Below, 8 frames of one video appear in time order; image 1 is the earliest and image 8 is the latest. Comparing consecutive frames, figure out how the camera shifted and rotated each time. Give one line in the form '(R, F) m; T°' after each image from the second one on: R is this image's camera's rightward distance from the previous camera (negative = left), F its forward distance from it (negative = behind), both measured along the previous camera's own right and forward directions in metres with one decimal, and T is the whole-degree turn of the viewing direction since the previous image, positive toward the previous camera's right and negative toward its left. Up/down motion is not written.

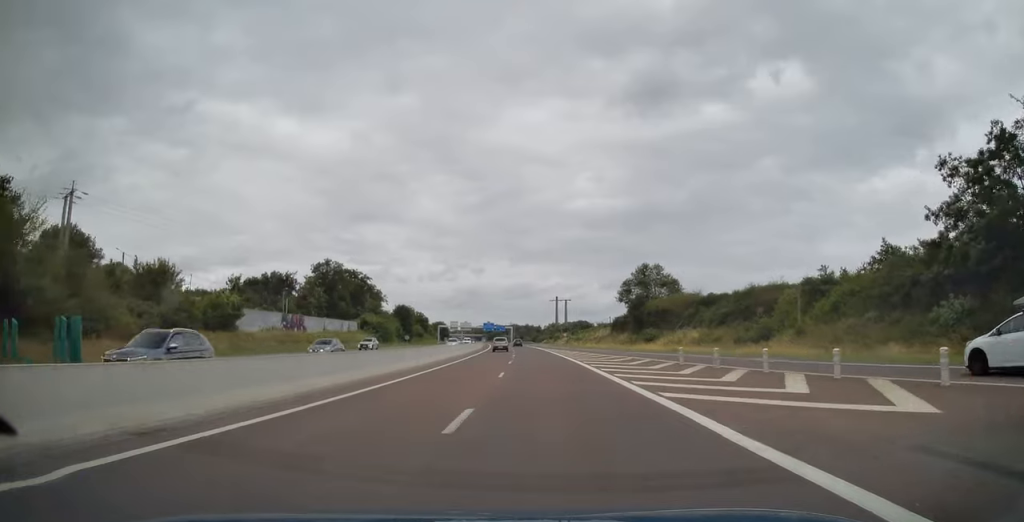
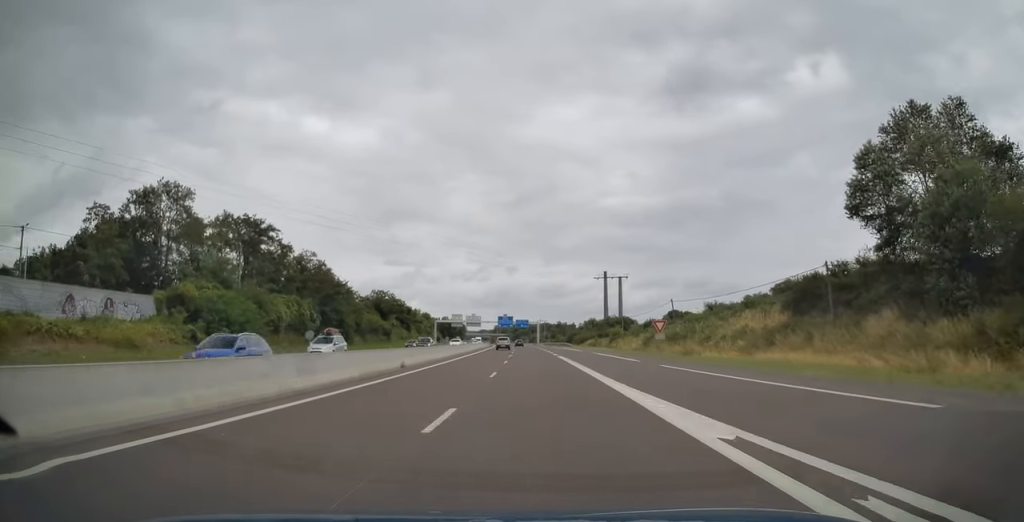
(-1.6, +78.3) m; -2°
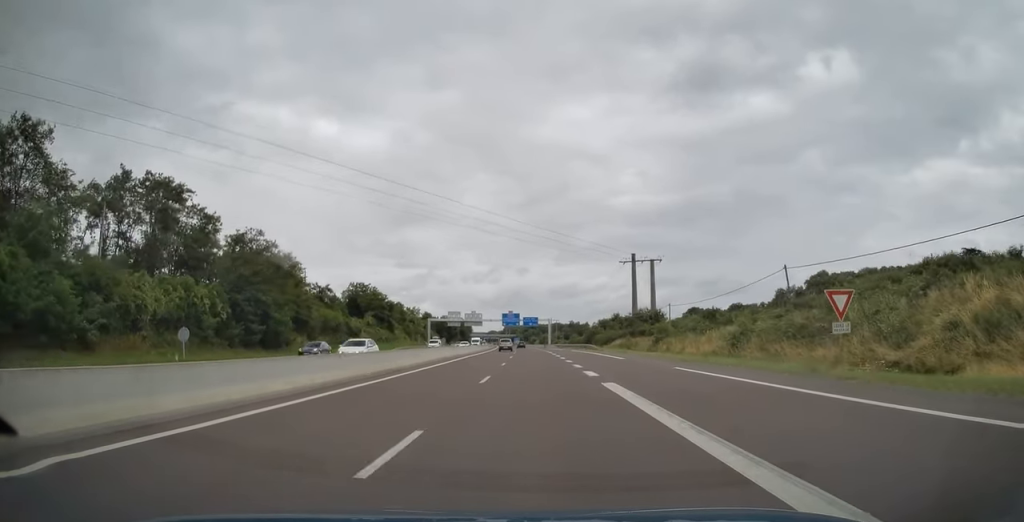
(-0.2, +28.8) m; -1°
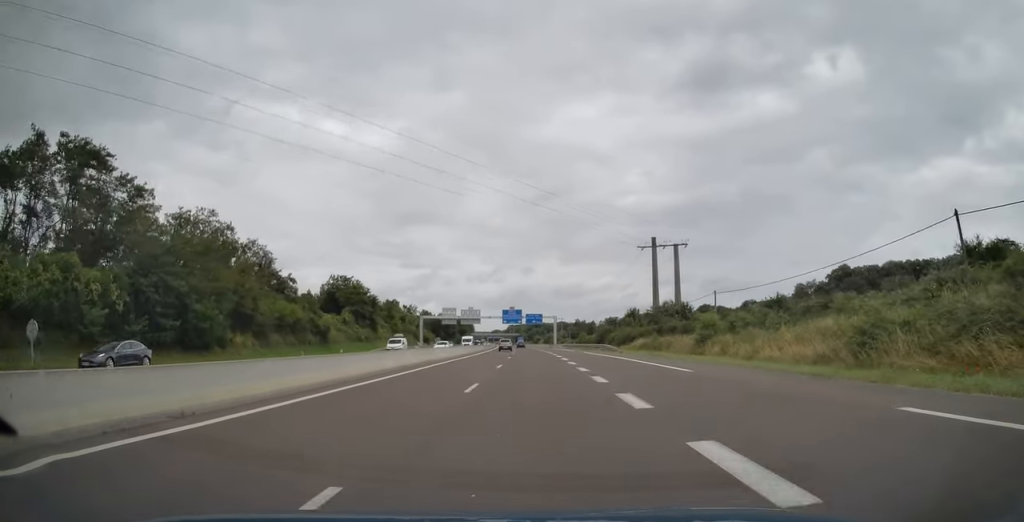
(0.0, +16.6) m; -1°
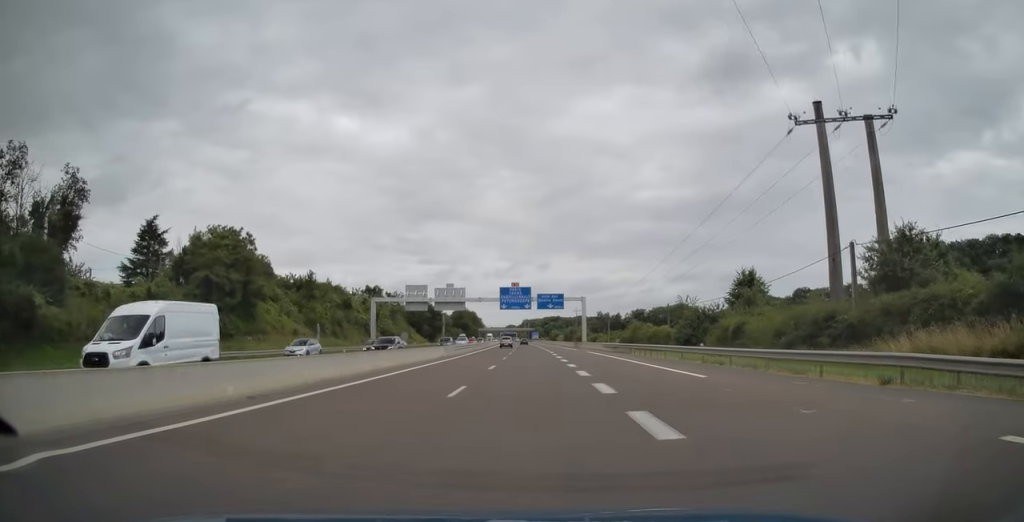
(-1.0, +55.4) m; -2°
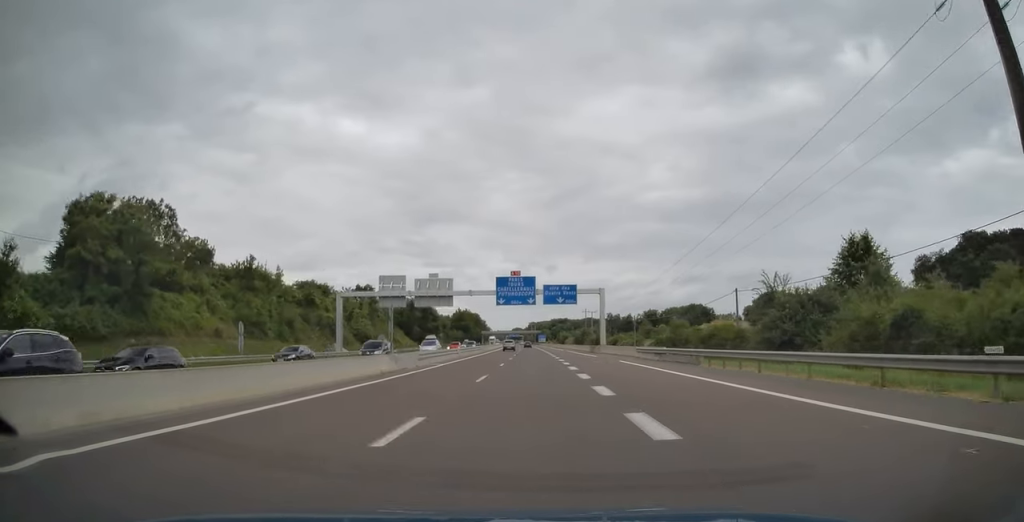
(-0.2, +19.4) m; -1°
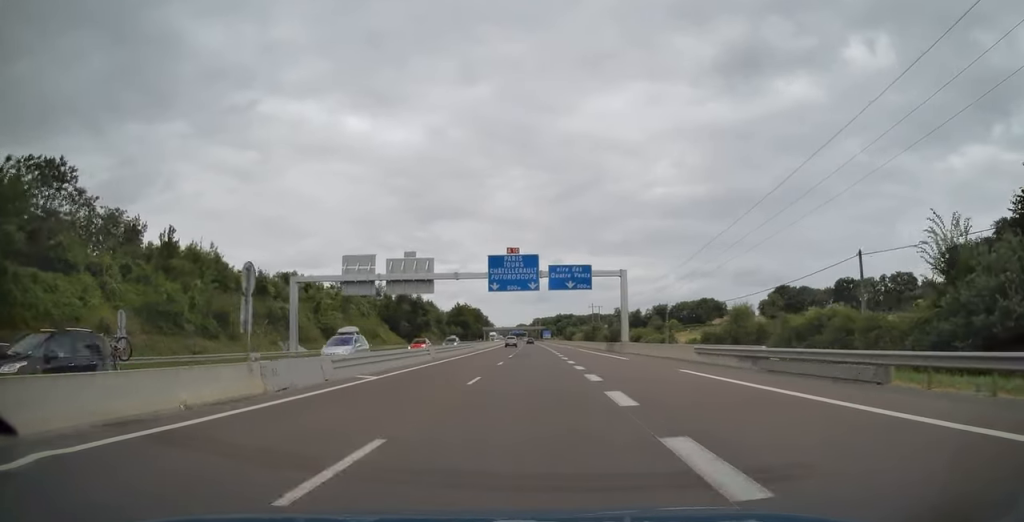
(-0.1, +16.1) m; 0°
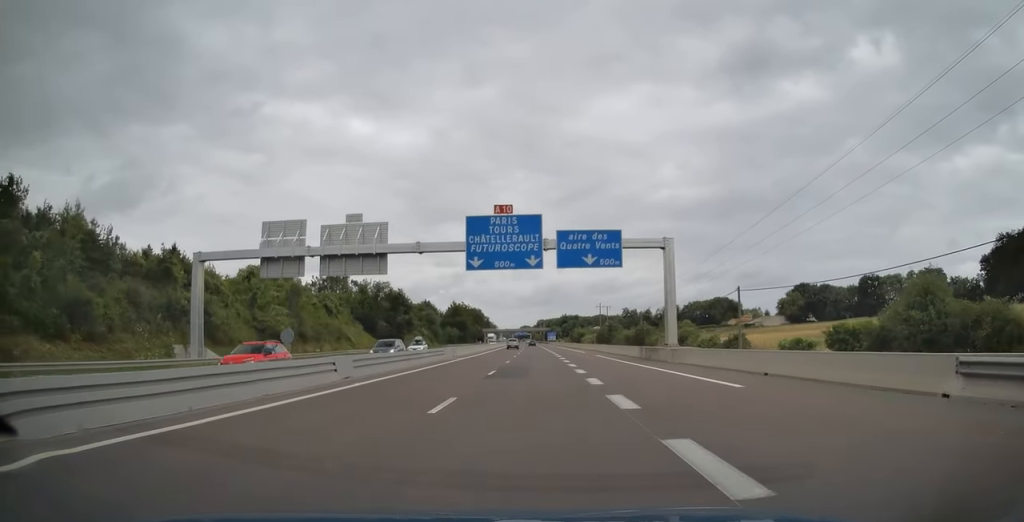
(0.0, +19.4) m; 0°
